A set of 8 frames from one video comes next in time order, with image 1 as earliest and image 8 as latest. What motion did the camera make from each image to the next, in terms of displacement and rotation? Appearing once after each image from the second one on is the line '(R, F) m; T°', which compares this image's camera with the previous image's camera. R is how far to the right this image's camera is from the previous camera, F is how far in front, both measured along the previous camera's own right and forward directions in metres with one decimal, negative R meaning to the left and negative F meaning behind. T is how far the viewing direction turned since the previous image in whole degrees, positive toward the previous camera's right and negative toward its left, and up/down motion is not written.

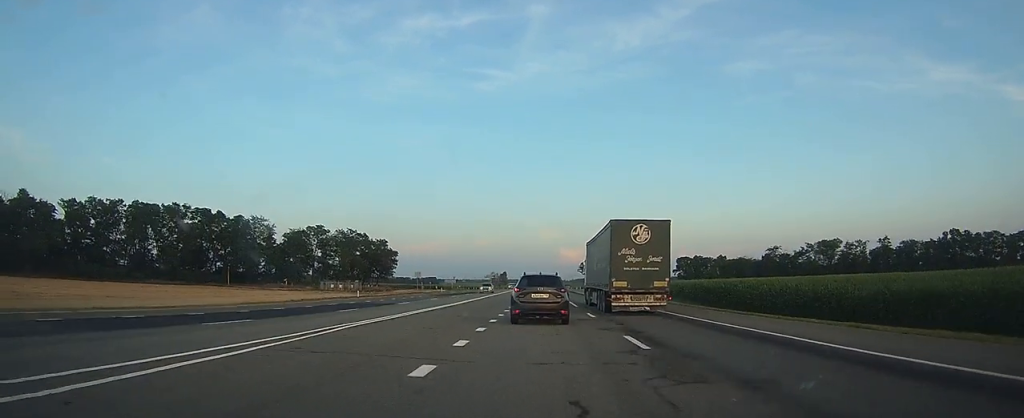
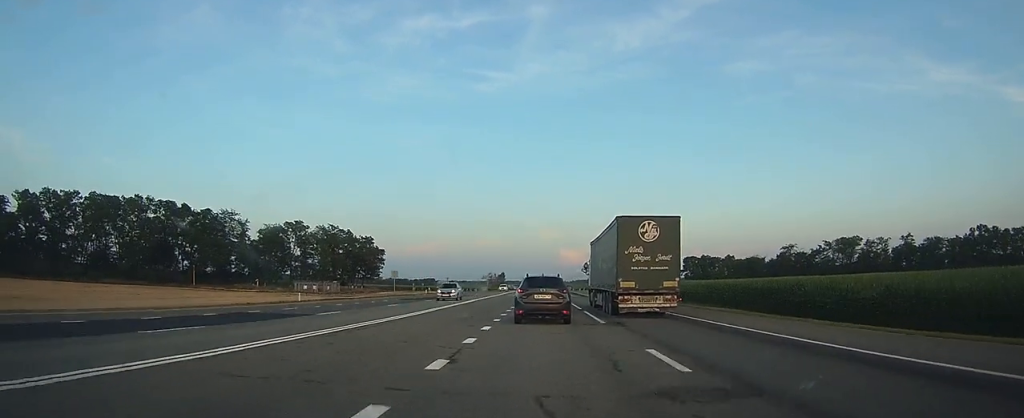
(0.0, +14.9) m; 0°
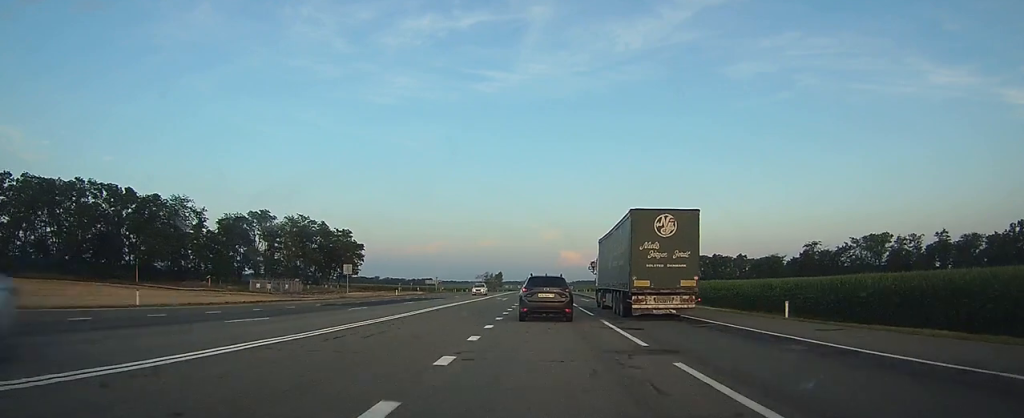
(+0.1, +19.5) m; 0°
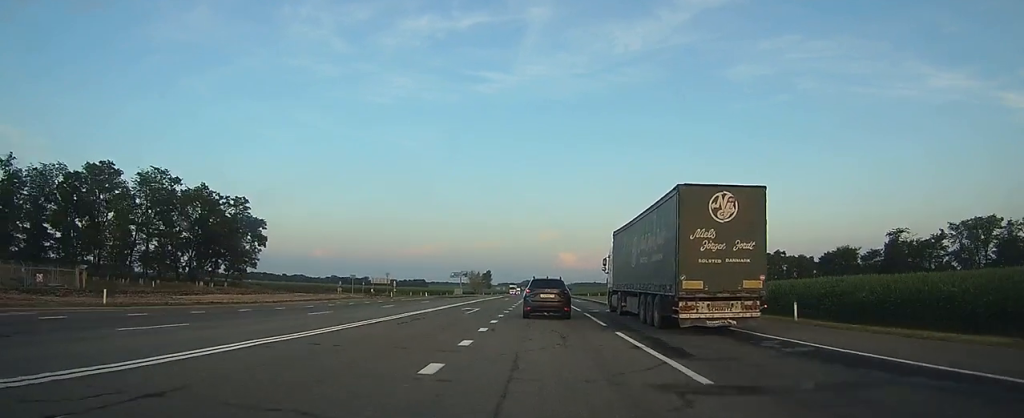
(+0.3, +52.1) m; 0°
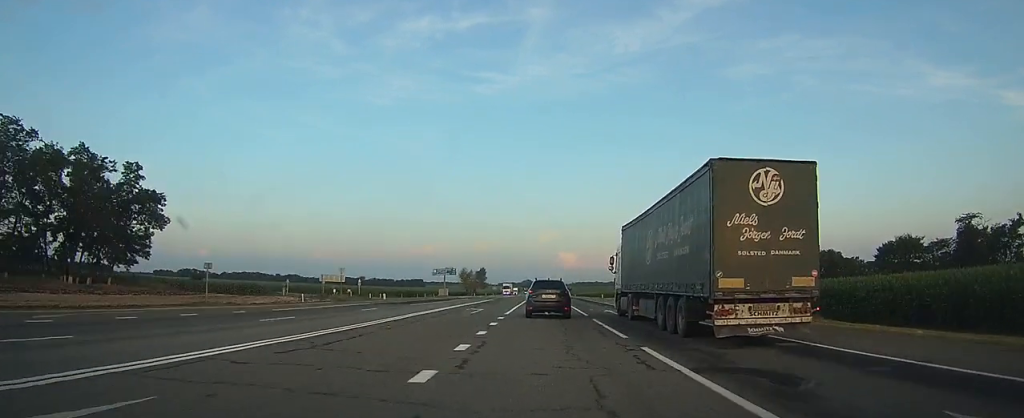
(0.0, +28.2) m; 0°
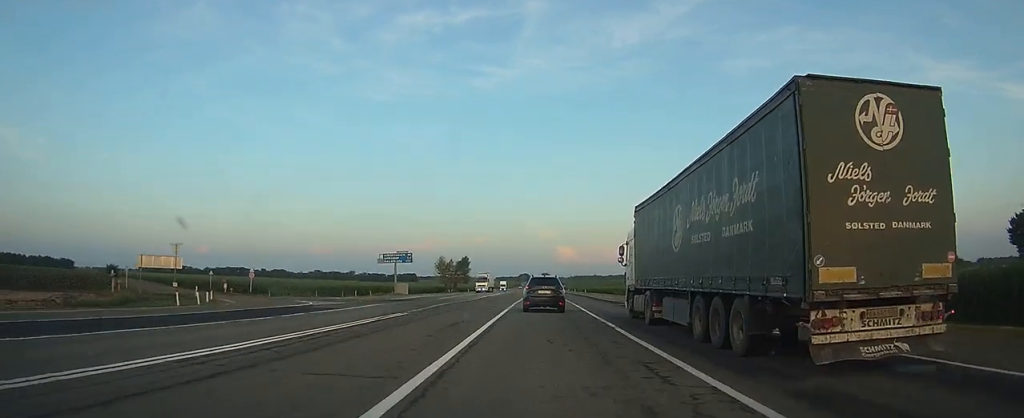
(-0.1, +42.7) m; 0°
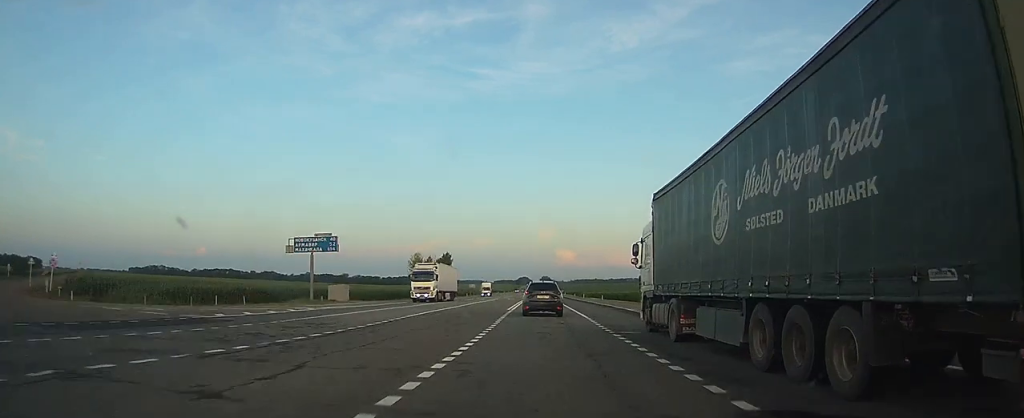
(+0.1, +32.5) m; 0°
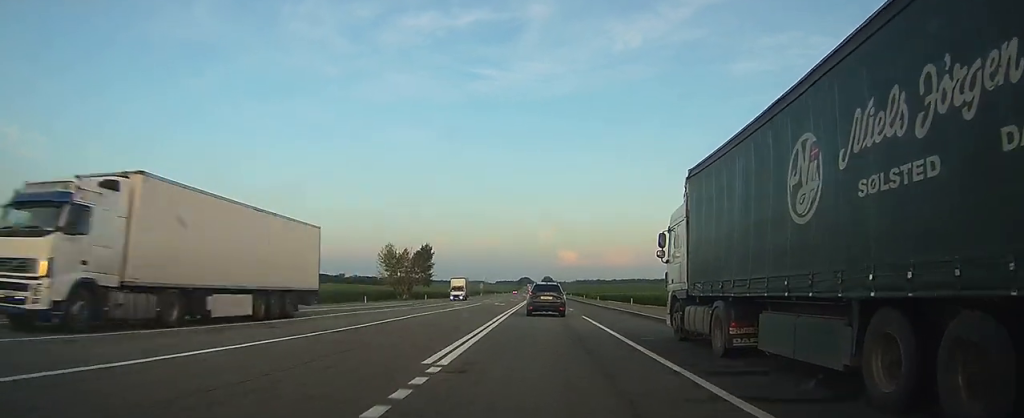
(0.0, +26.0) m; 0°
